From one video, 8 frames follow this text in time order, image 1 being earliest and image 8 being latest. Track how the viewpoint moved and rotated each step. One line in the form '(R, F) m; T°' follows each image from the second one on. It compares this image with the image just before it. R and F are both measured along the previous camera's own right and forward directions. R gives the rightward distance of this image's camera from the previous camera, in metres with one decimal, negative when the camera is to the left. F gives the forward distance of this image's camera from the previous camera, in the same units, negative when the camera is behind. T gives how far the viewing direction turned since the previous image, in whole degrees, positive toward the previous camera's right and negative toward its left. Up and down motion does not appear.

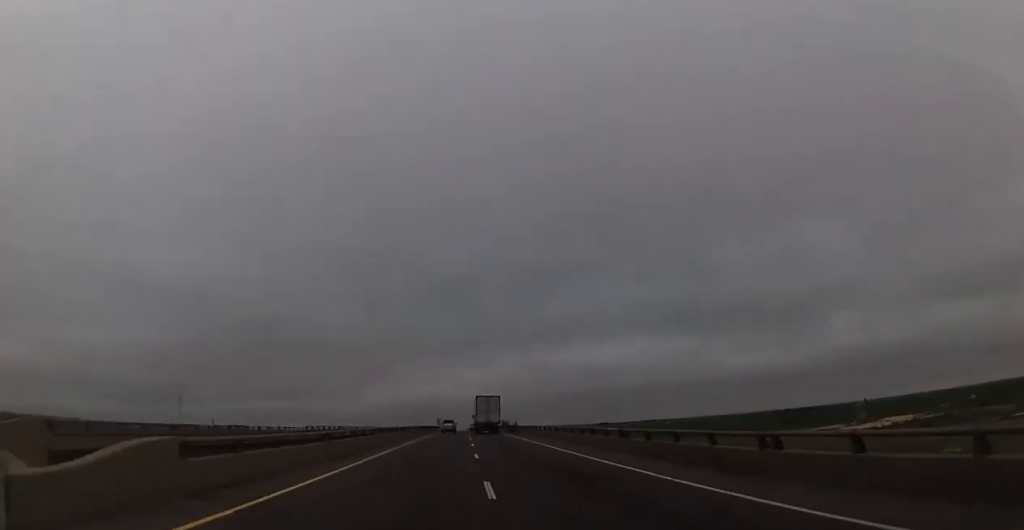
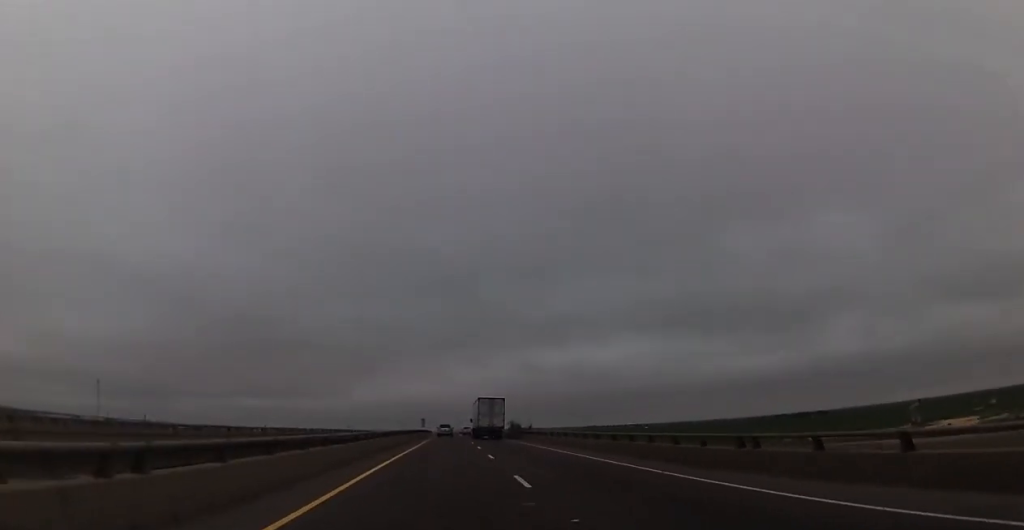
(+1.0, +46.3) m; +2°
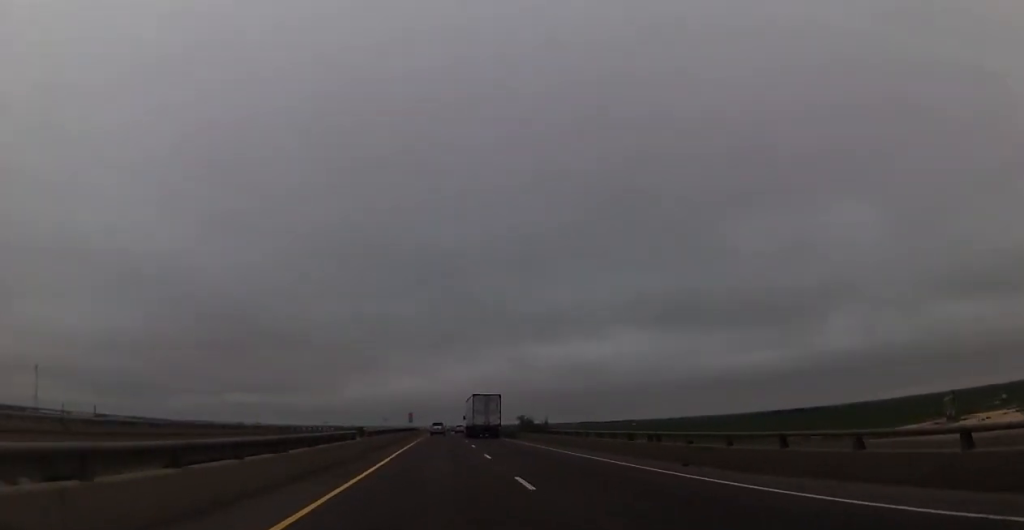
(+0.1, +24.9) m; +1°
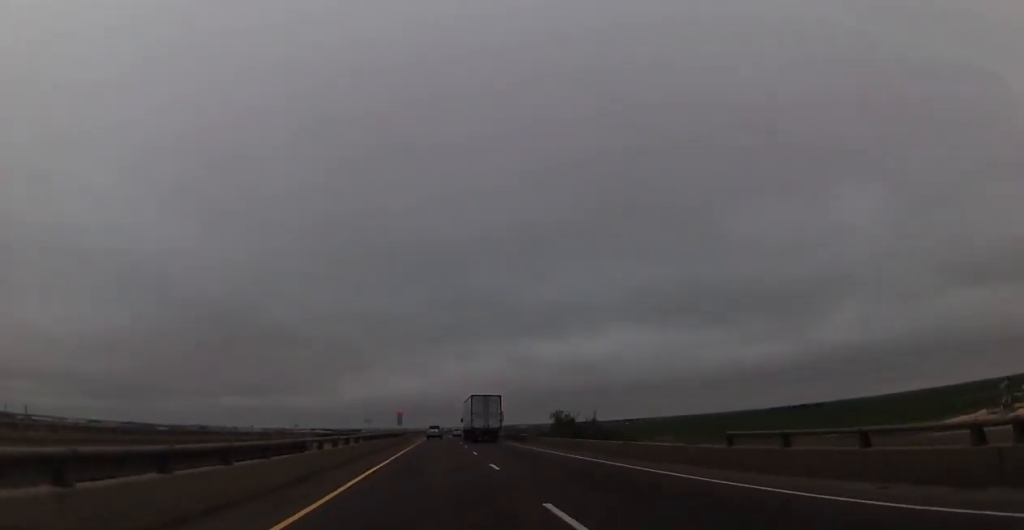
(+0.3, +29.8) m; +1°
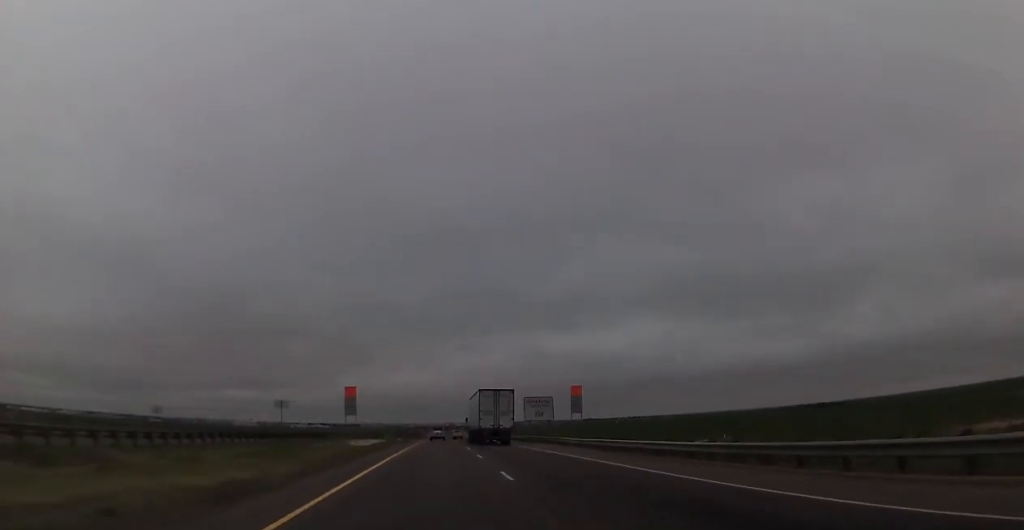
(+0.5, +65.5) m; +1°
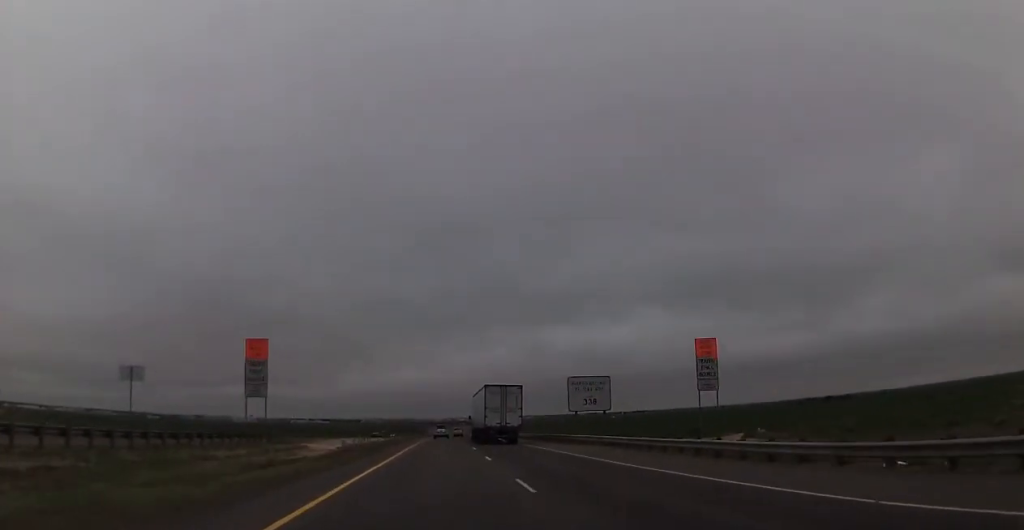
(0.0, +27.3) m; 0°
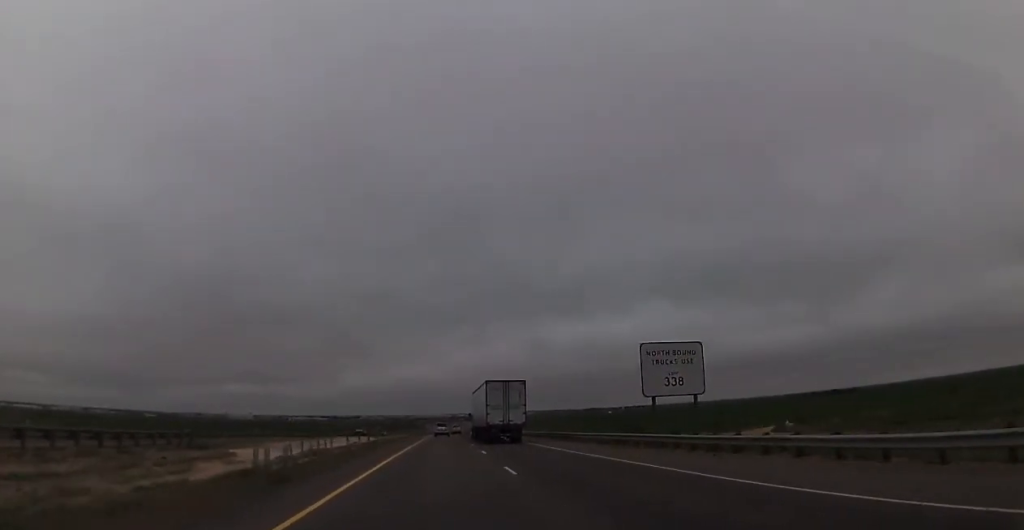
(0.0, +20.3) m; -1°
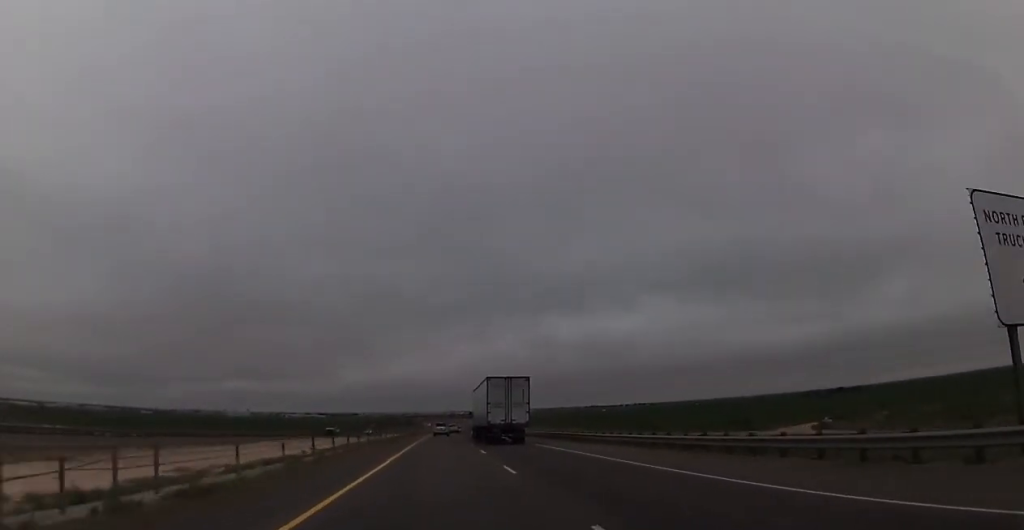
(-0.2, +24.0) m; 0°
